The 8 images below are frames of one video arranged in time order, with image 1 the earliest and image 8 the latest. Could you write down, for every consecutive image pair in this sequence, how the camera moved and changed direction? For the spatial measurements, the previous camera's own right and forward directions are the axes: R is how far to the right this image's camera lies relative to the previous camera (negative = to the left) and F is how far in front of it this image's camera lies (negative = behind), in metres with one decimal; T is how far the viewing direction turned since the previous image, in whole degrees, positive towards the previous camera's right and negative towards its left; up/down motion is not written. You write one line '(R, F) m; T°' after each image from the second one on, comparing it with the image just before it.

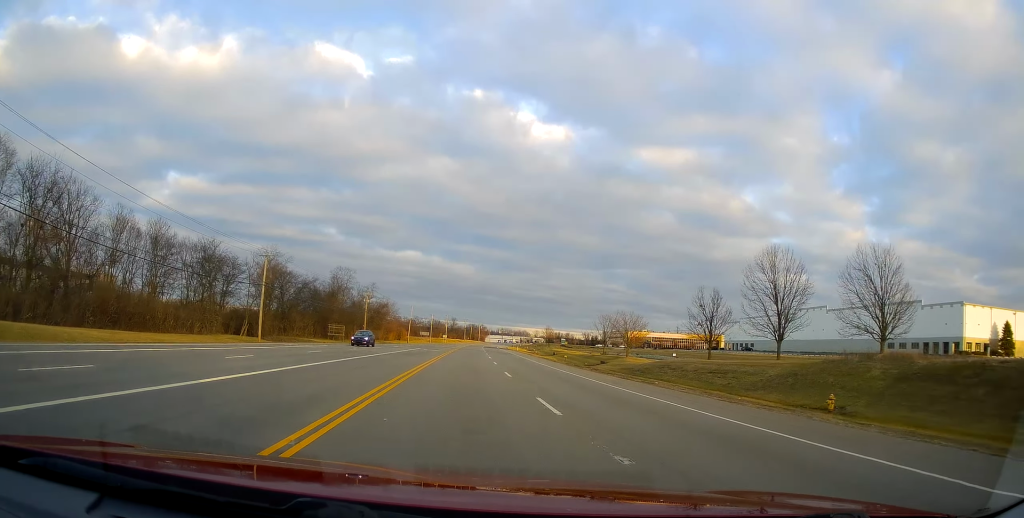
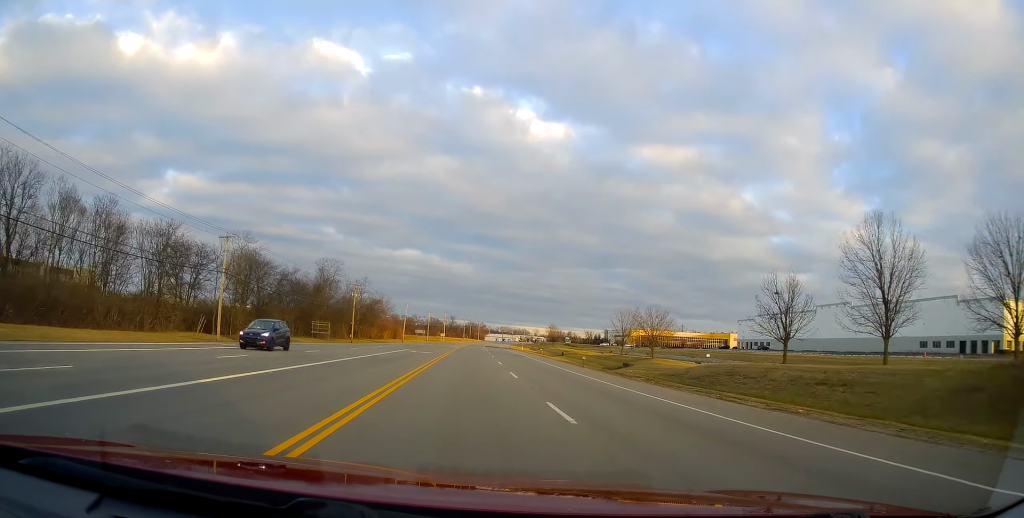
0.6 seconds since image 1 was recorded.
(0.0, +13.2) m; 0°
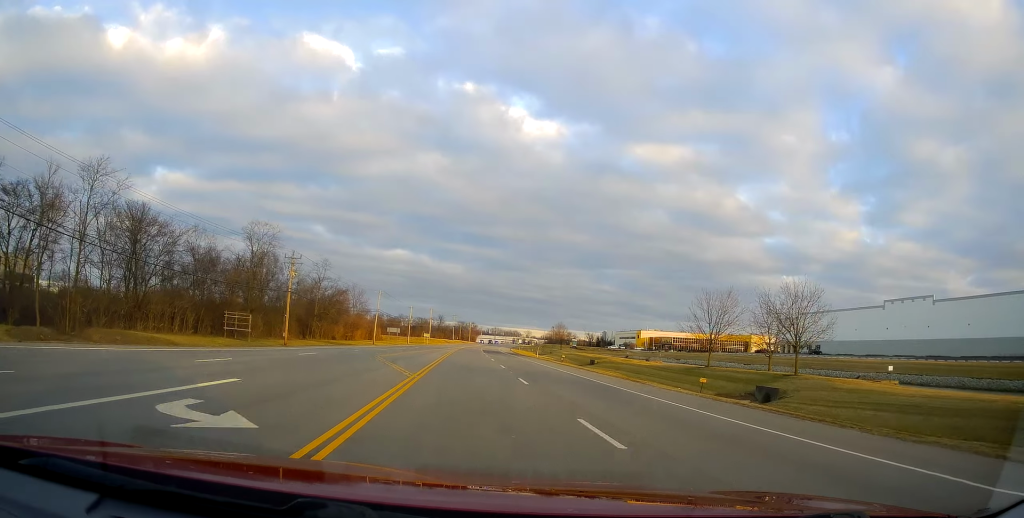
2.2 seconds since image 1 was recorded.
(0.0, +38.0) m; 0°
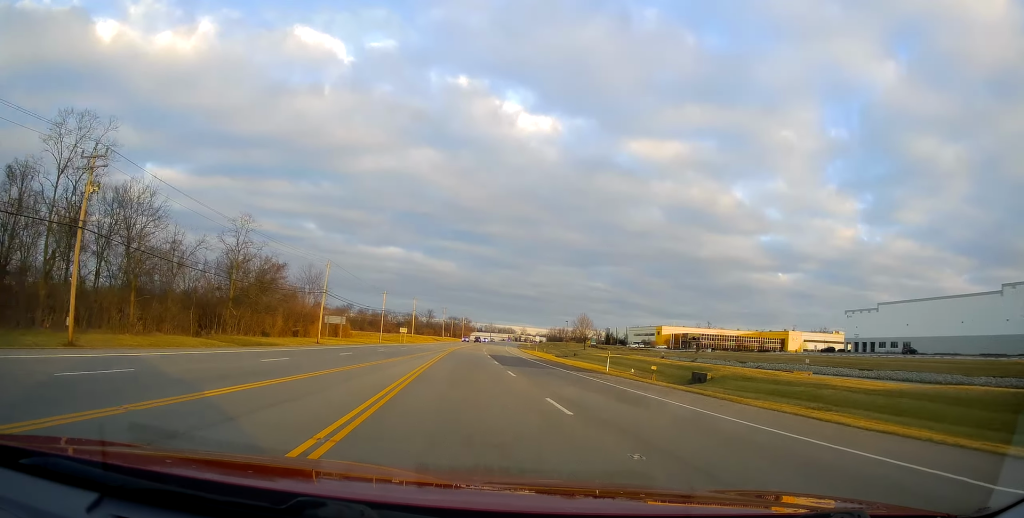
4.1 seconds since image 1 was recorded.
(-0.1, +44.2) m; +1°
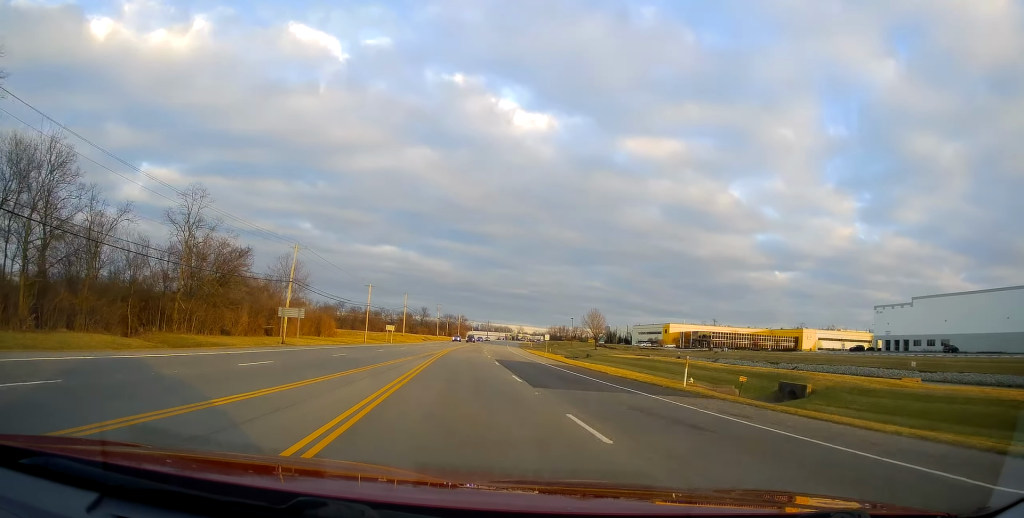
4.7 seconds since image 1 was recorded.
(+0.2, +15.3) m; +1°
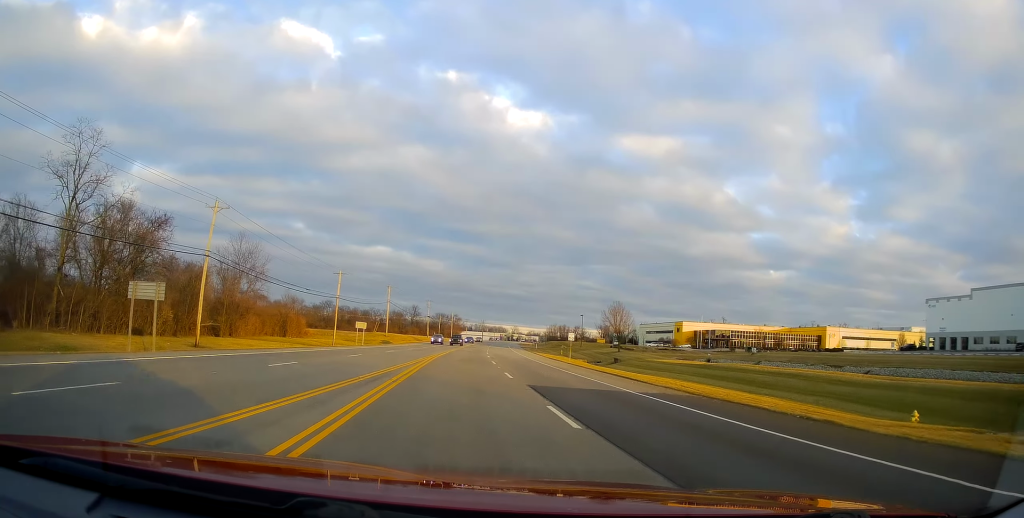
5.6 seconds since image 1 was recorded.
(+0.3, +22.8) m; +1°
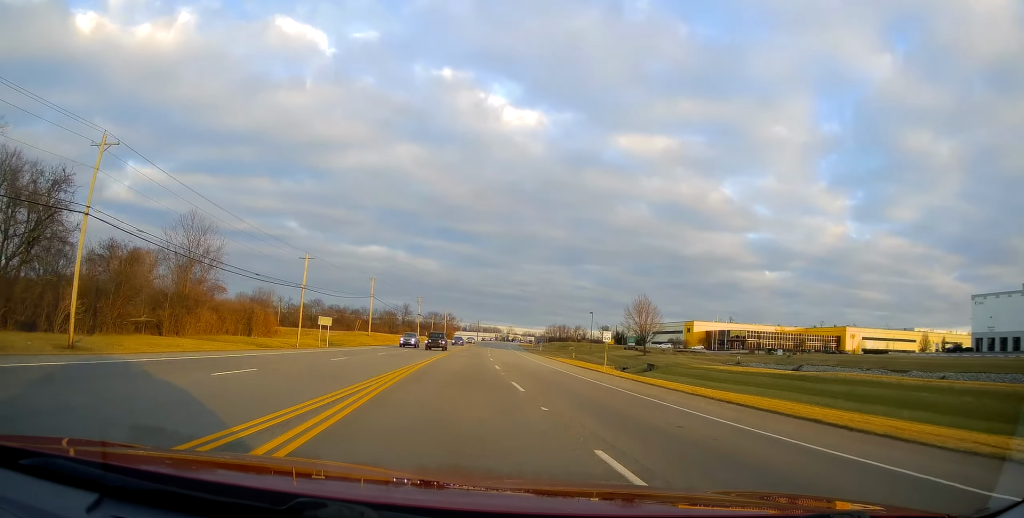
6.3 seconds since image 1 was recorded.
(-0.1, +17.3) m; 0°
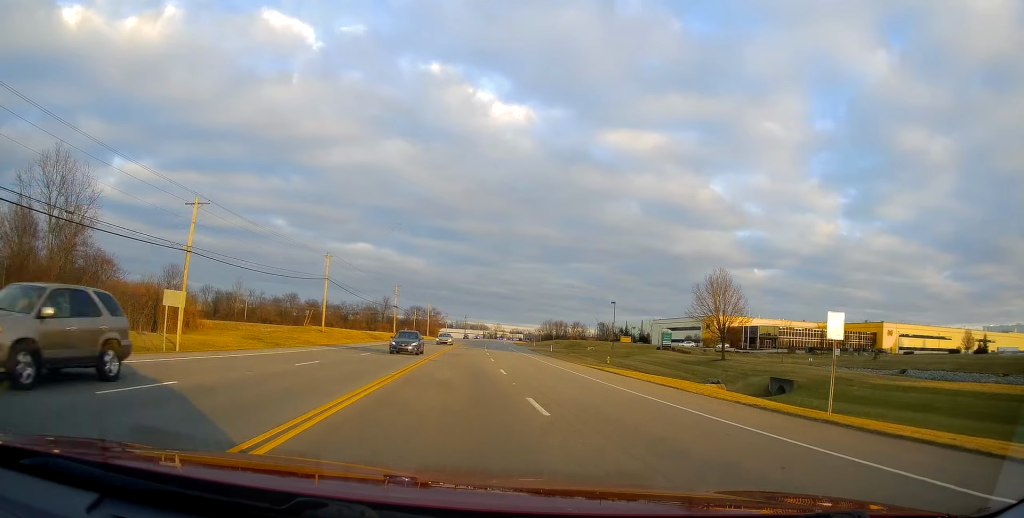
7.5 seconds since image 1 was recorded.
(+0.5, +29.7) m; +3°
